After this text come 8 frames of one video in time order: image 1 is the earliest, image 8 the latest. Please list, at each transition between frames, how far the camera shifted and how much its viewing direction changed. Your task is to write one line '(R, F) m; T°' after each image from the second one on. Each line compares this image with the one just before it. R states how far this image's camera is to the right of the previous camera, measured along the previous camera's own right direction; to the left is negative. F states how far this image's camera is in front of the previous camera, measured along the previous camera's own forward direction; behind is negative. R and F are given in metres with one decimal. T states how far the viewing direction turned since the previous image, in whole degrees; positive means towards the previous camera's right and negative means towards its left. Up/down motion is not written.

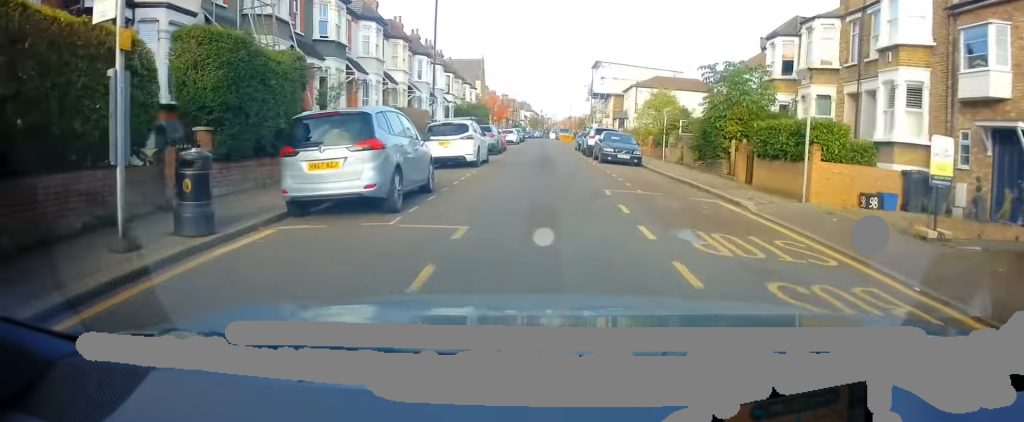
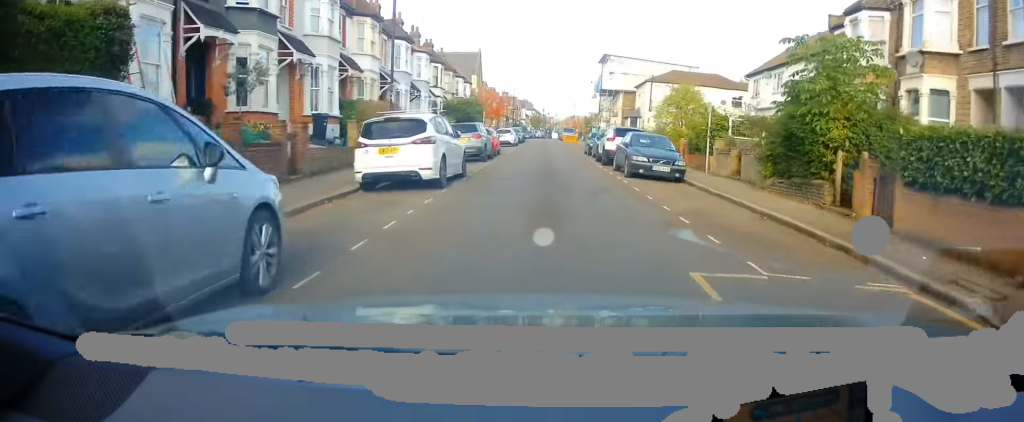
(+0.2, +7.2) m; +3°
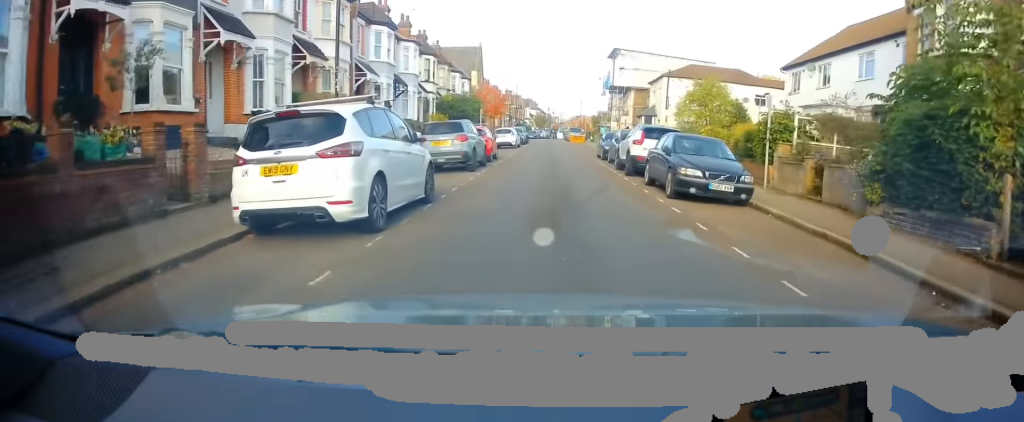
(+0.1, +5.2) m; -1°
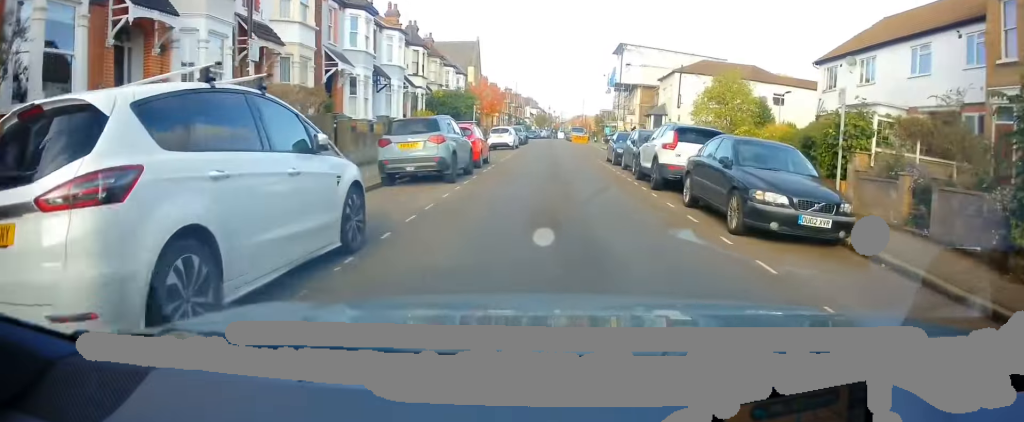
(+0.1, +4.0) m; -1°
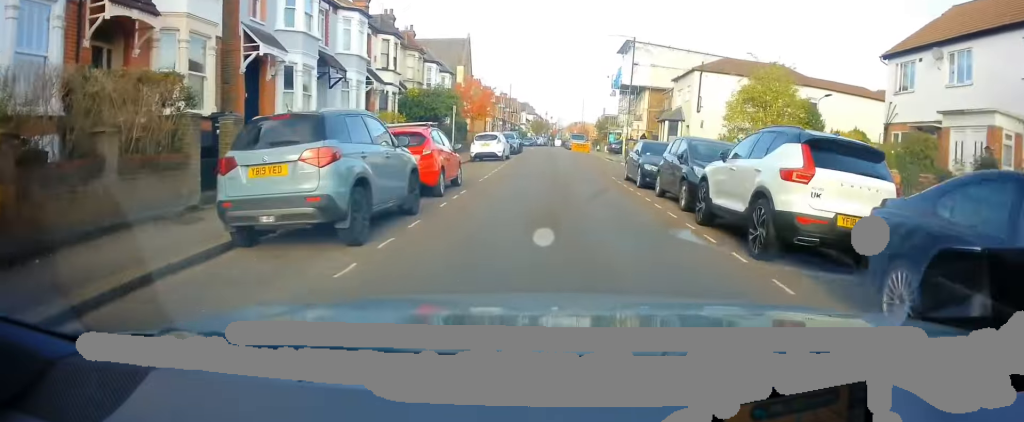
(-0.3, +6.7) m; 0°
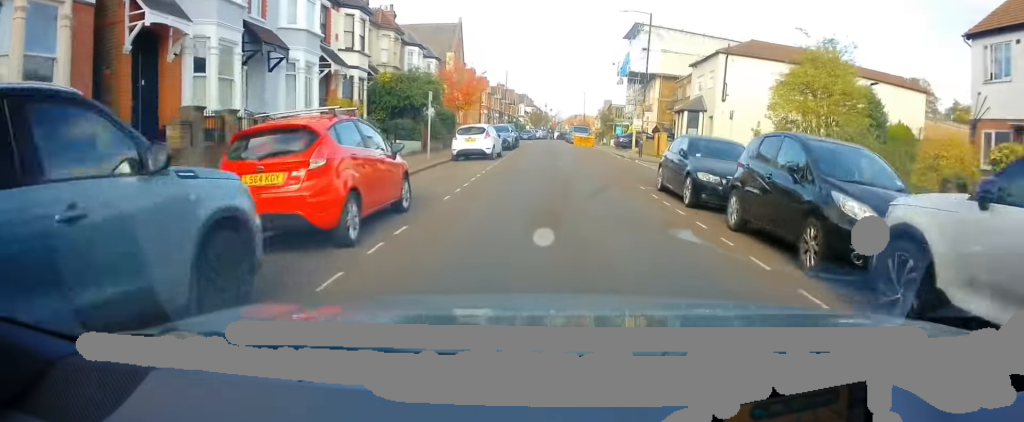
(+0.3, +5.7) m; +2°
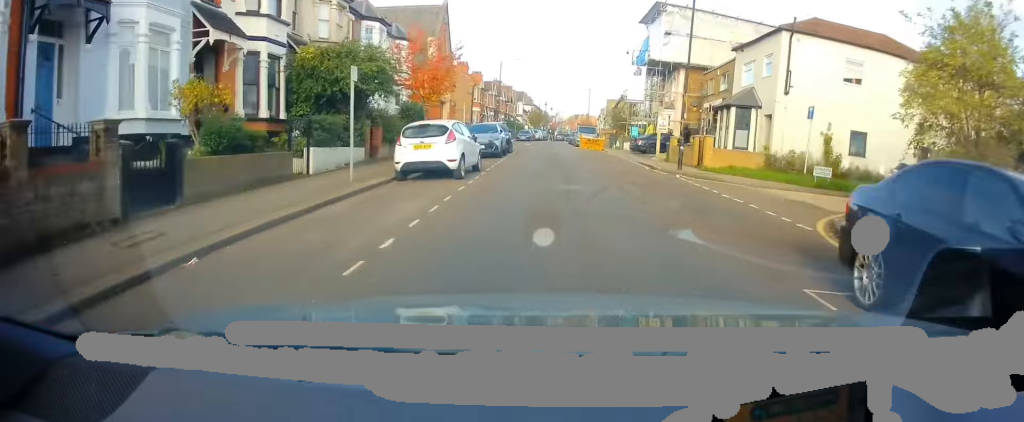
(+0.1, +9.2) m; +1°
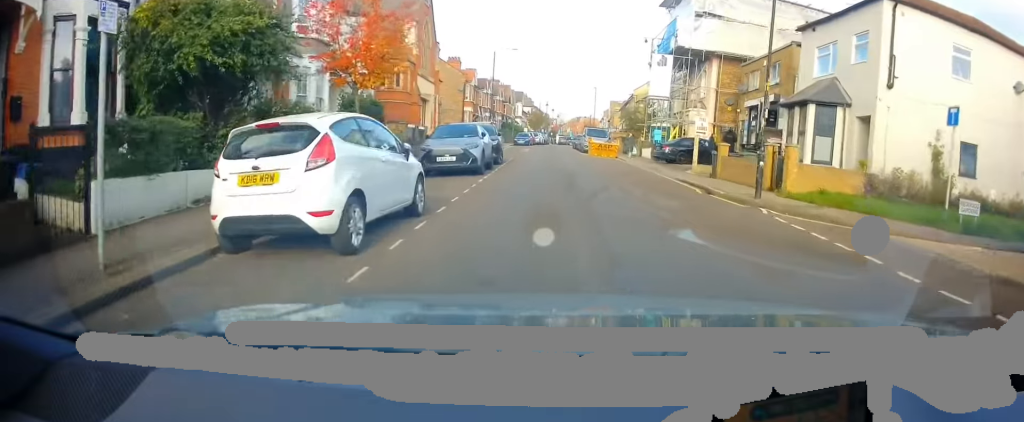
(-0.1, +8.0) m; -2°
